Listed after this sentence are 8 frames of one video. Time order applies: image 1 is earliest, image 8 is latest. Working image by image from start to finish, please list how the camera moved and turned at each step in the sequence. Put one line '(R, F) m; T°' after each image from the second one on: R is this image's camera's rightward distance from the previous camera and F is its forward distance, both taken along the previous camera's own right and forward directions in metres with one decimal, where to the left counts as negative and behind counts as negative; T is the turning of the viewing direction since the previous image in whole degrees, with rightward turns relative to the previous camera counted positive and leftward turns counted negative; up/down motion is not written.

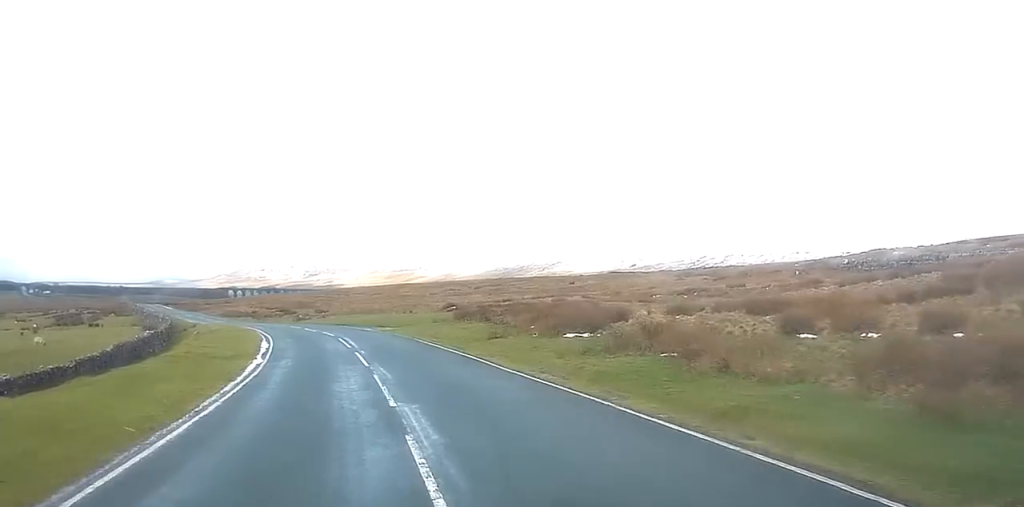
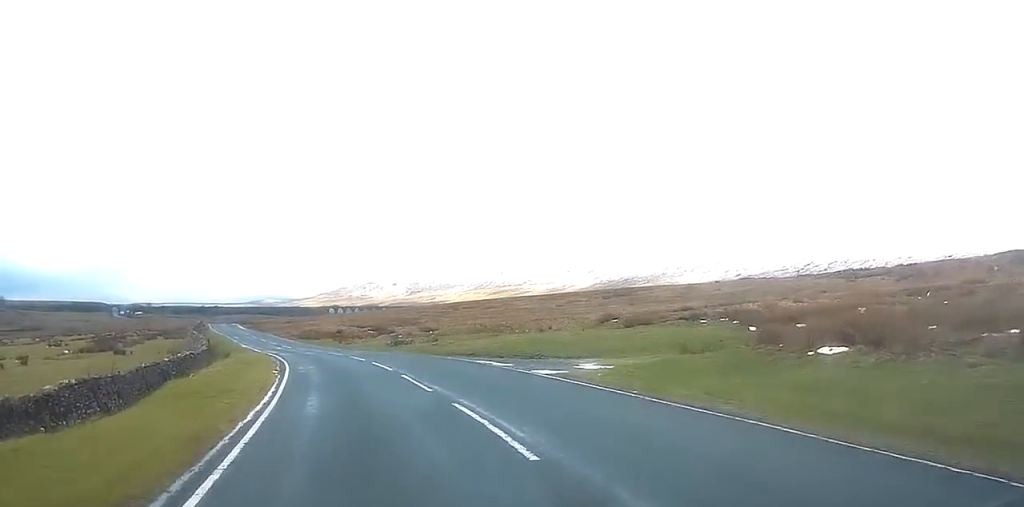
(-1.5, +32.9) m; -6°
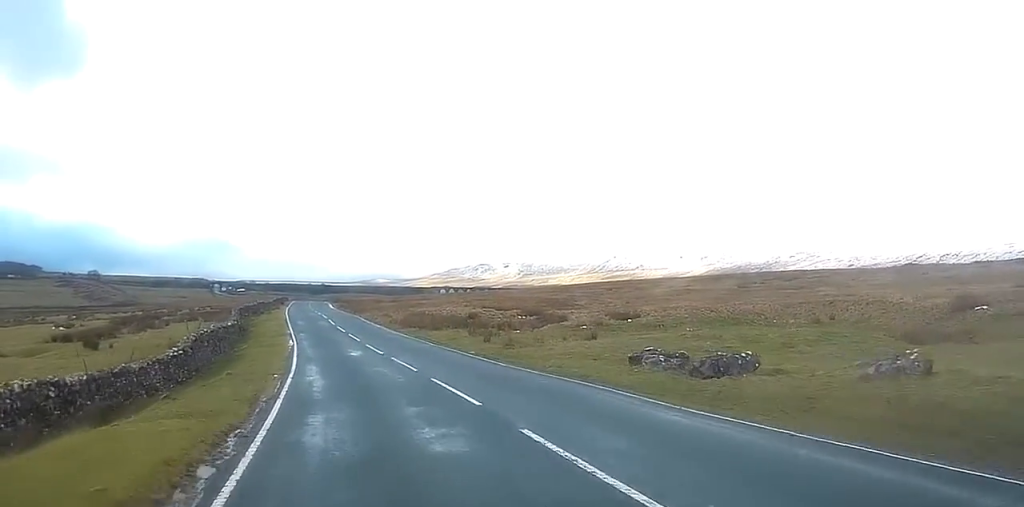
(-2.8, +41.4) m; -8°
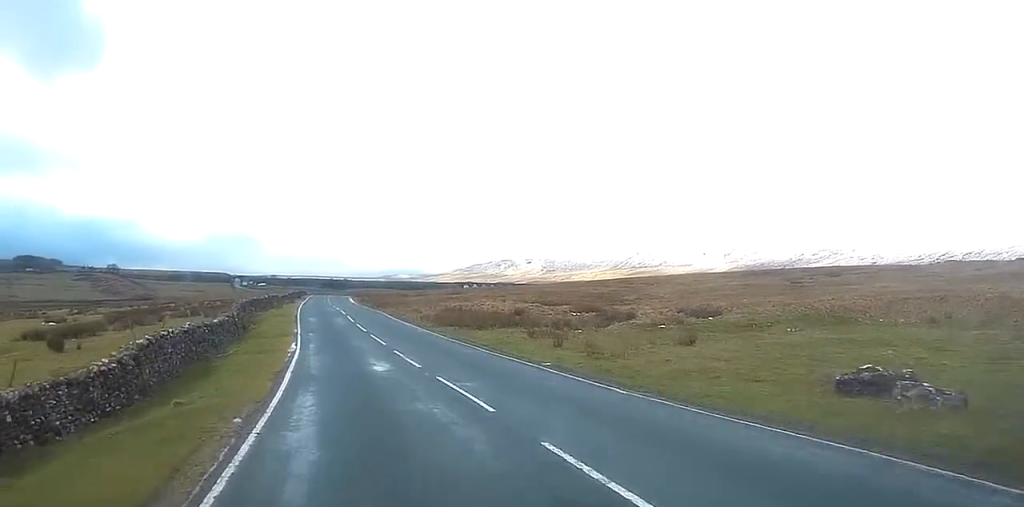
(-0.3, +11.0) m; -2°
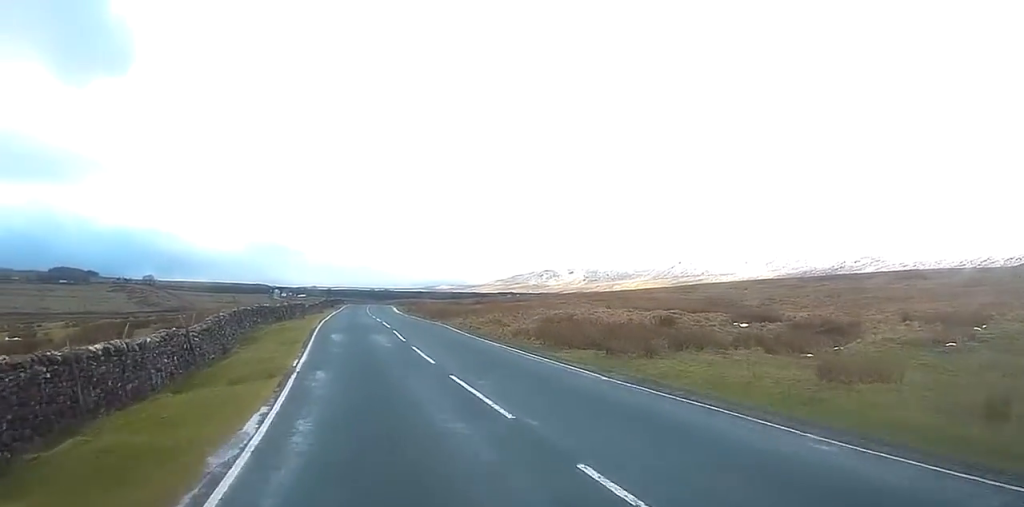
(-0.8, +21.5) m; -2°
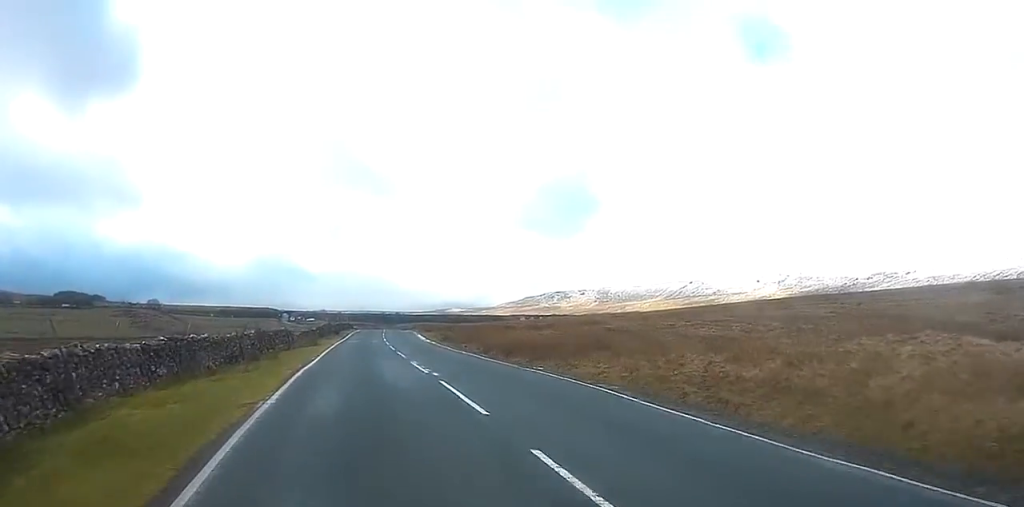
(-0.1, +24.0) m; -1°
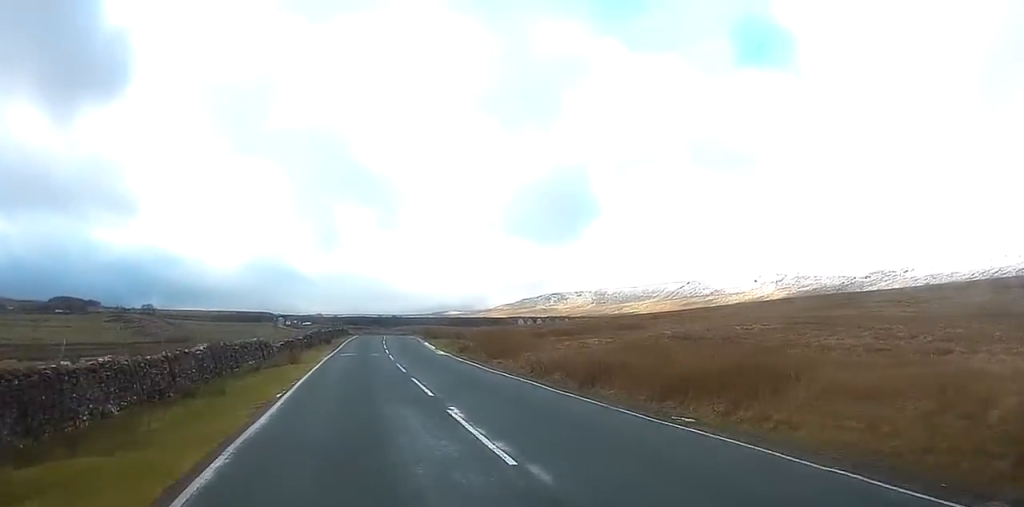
(-0.1, +11.0) m; 0°
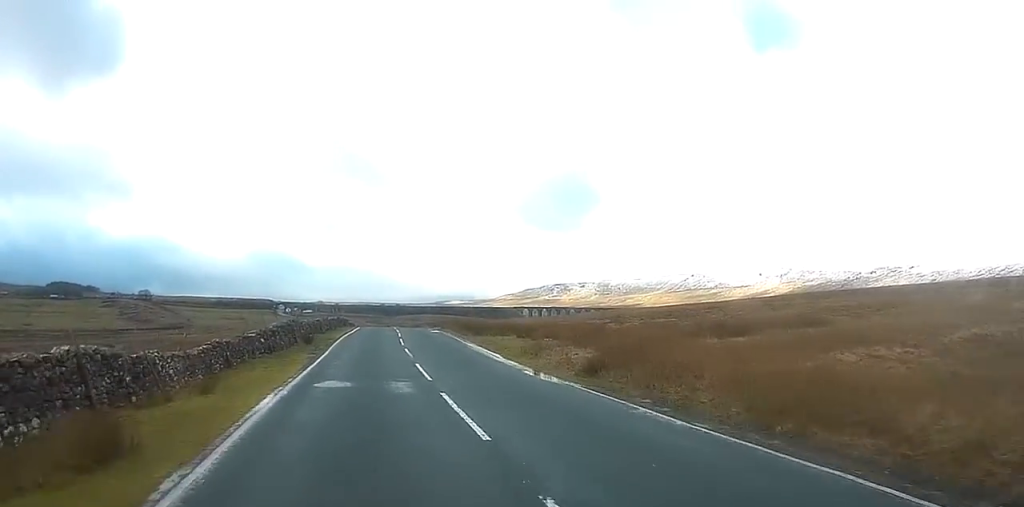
(0.0, +24.4) m; 0°
